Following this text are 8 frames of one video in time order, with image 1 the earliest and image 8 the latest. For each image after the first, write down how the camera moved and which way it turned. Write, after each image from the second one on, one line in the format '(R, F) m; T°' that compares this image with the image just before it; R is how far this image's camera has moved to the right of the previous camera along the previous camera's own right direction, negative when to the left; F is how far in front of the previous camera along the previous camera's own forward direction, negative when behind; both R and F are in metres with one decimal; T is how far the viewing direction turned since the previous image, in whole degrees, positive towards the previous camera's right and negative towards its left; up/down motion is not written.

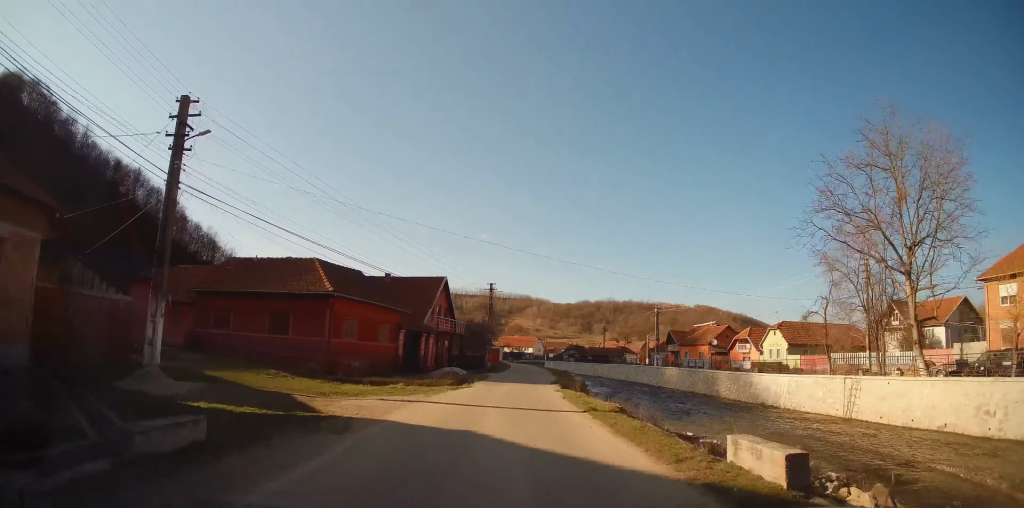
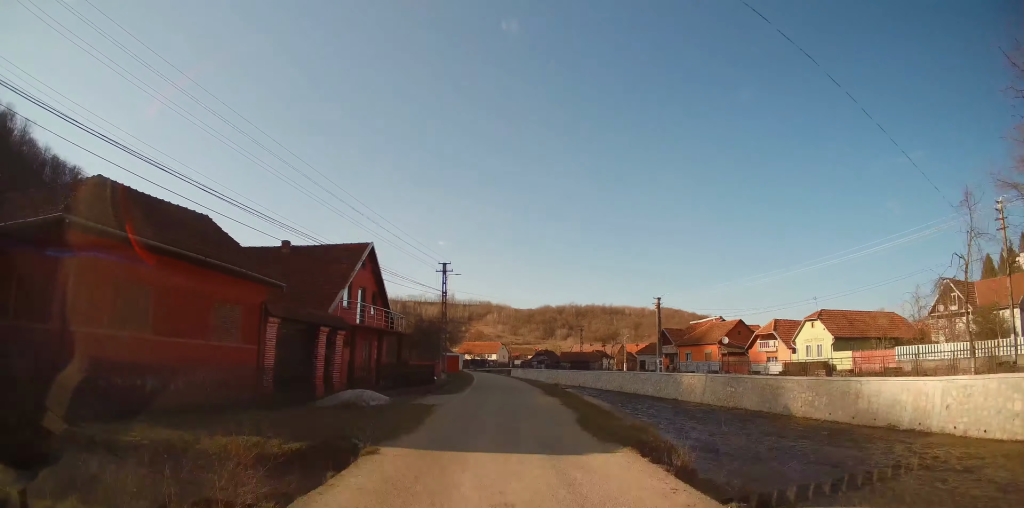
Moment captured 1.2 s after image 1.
(+1.0, +14.8) m; +6°
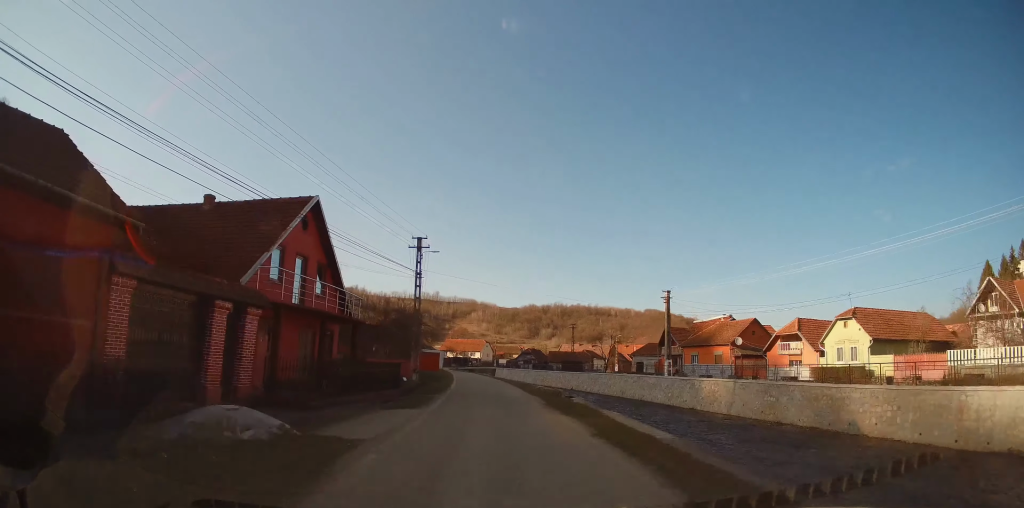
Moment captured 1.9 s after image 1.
(+0.2, +7.8) m; +2°
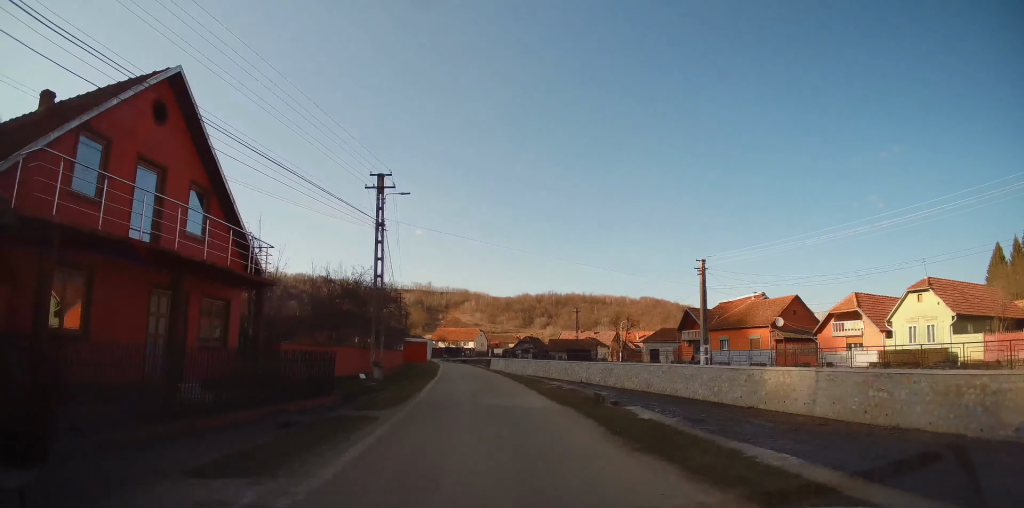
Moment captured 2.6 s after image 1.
(0.0, +9.6) m; +1°
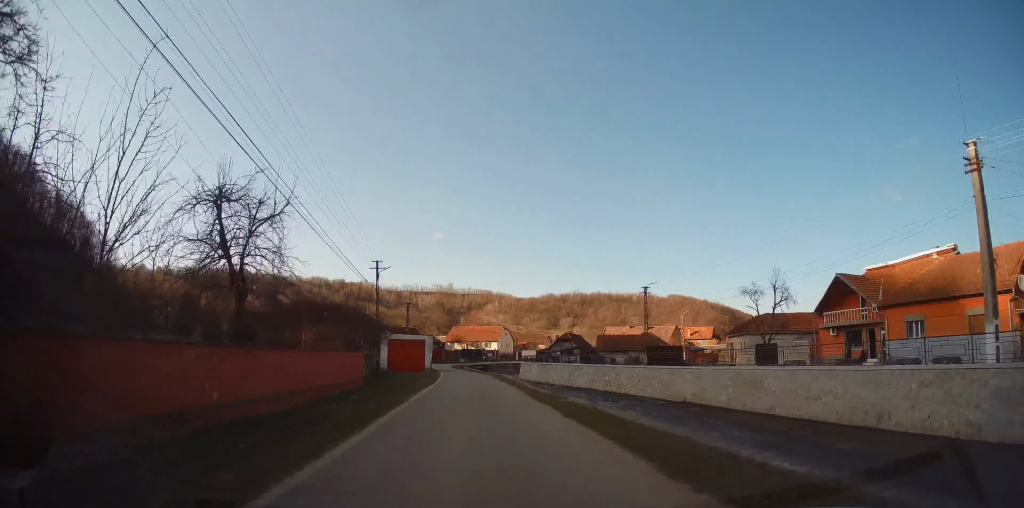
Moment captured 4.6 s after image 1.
(0.0, +24.7) m; -1°
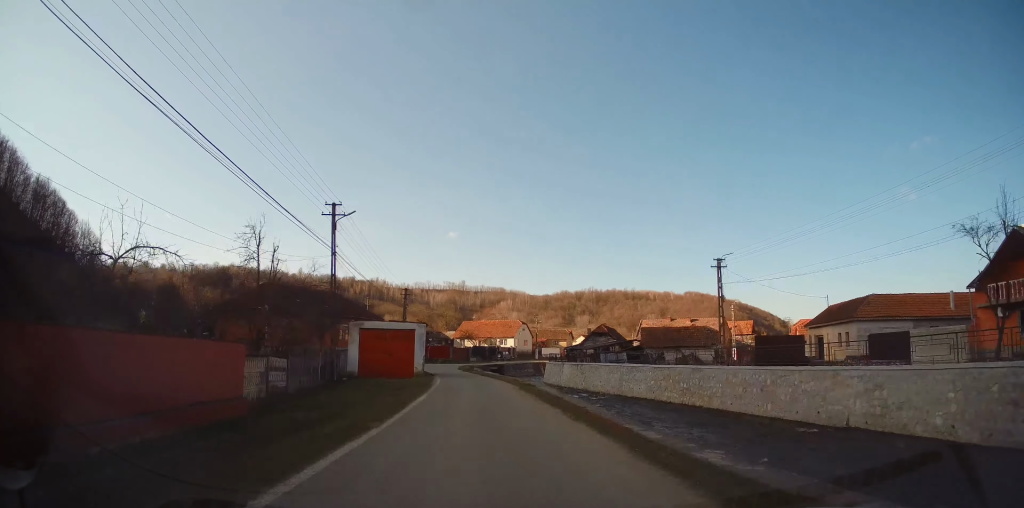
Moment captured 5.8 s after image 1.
(-0.1, +14.5) m; -2°
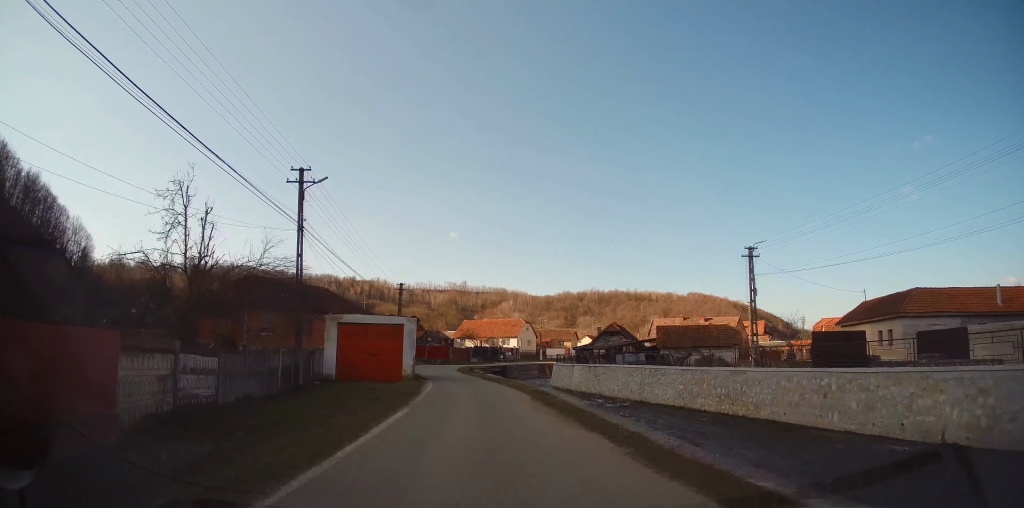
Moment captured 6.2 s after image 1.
(-0.1, +5.3) m; -1°
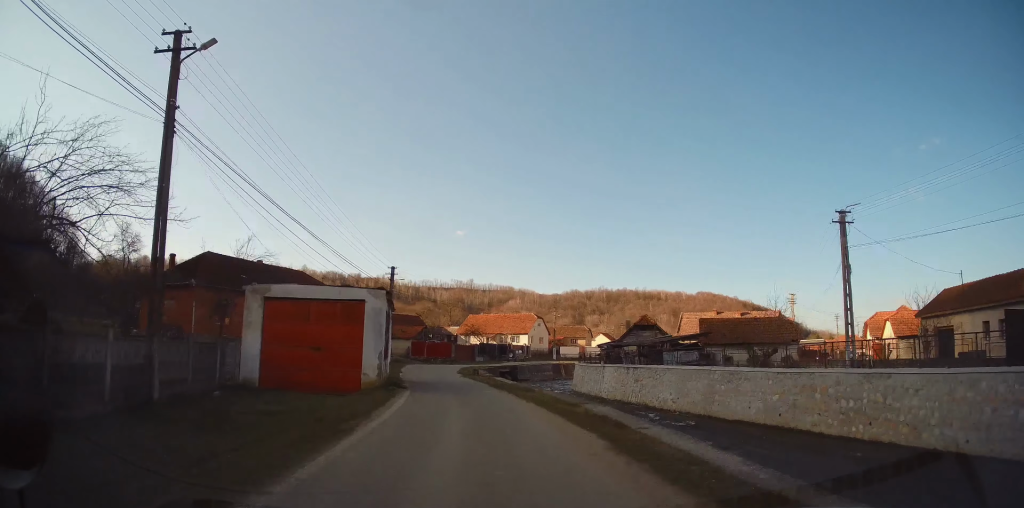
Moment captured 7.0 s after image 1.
(-0.1, +9.2) m; -1°
